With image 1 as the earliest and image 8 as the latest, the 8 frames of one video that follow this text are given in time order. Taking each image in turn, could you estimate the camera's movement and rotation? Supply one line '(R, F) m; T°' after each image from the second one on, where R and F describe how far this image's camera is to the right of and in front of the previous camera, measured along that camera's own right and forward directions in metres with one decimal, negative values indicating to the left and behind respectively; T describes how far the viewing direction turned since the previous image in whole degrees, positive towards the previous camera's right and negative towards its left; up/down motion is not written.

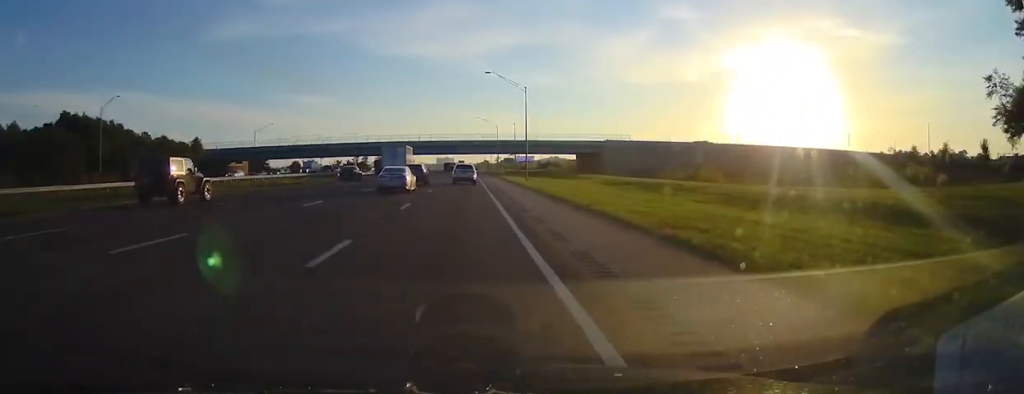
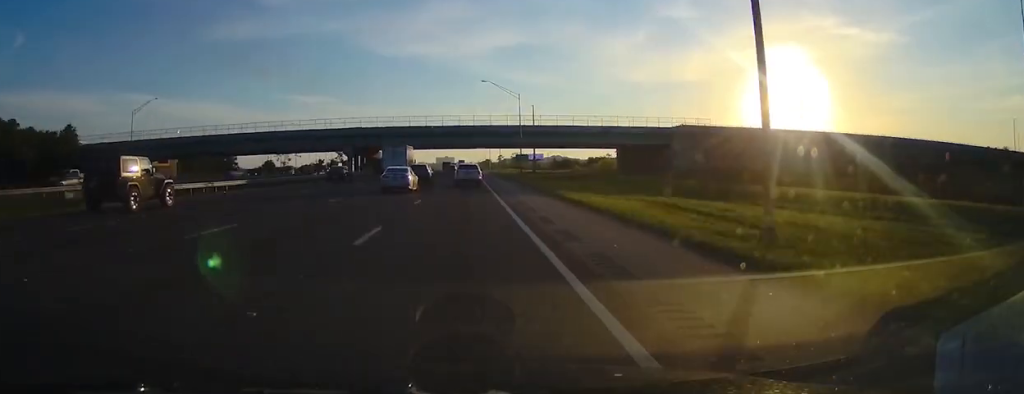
(-0.2, +52.5) m; 0°
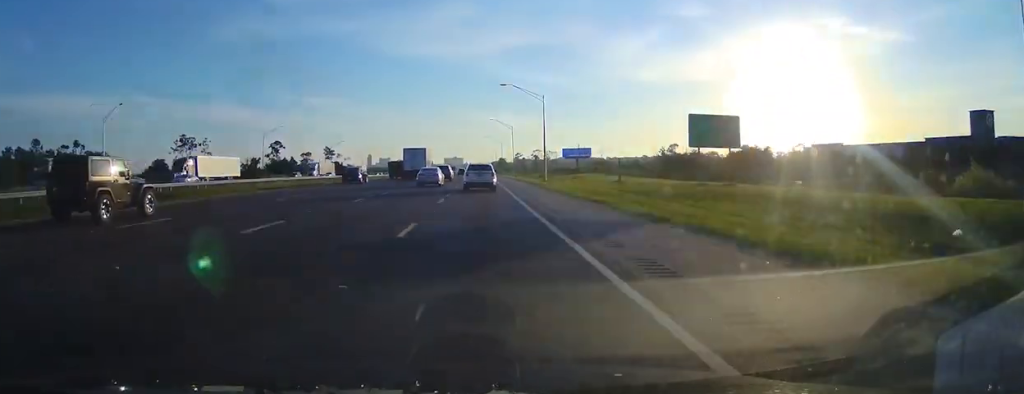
(-0.5, +140.3) m; -1°
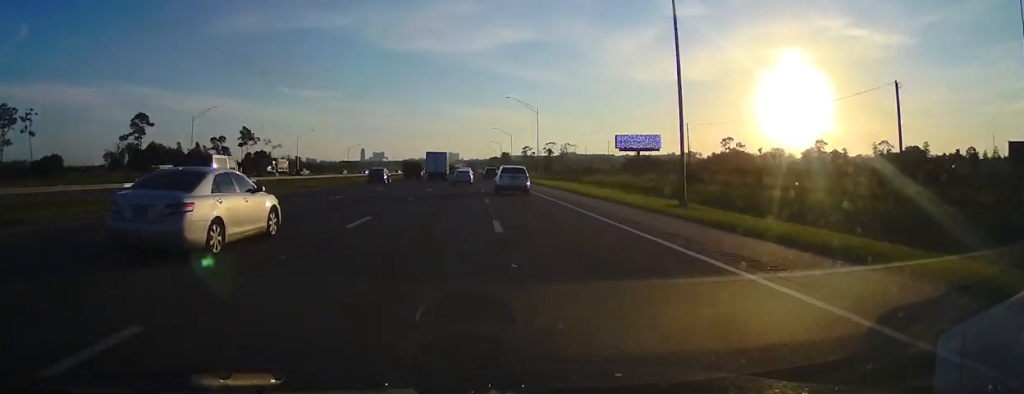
(-0.6, +109.9) m; 0°
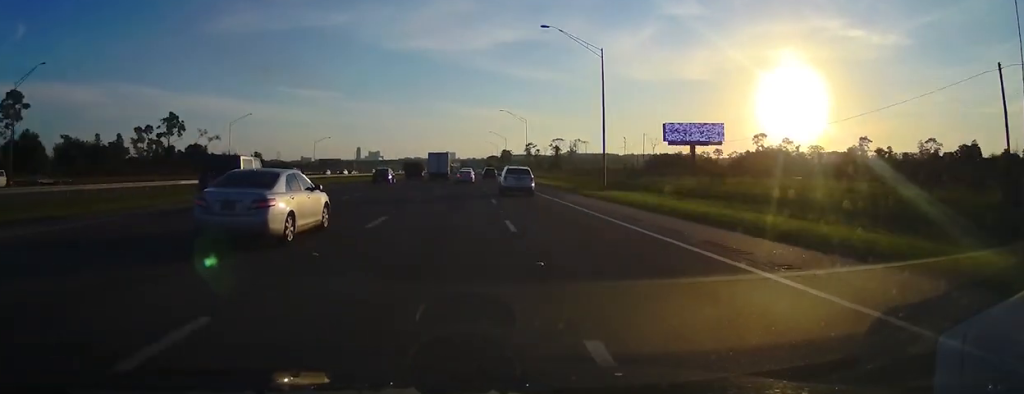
(+0.4, +50.6) m; 0°
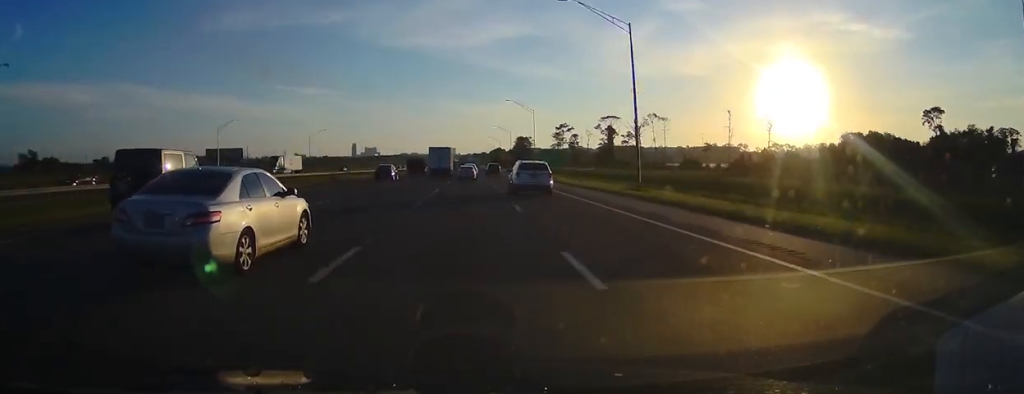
(+1.5, +139.9) m; +1°
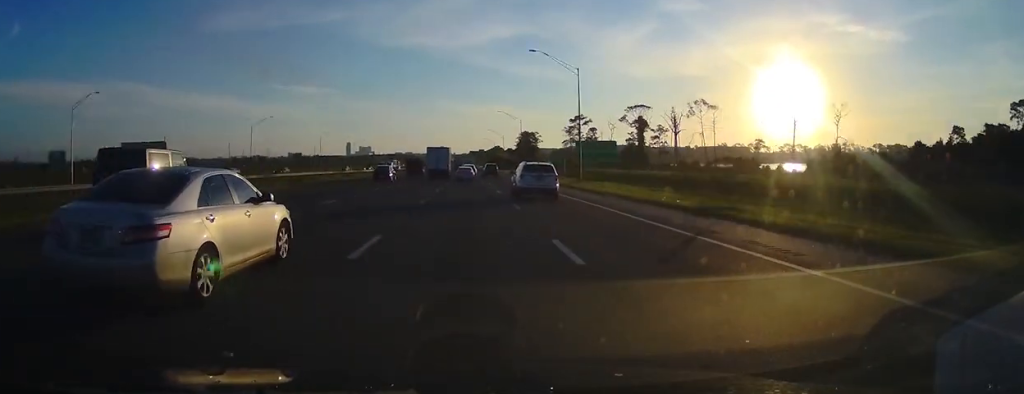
(+0.2, +46.3) m; 0°
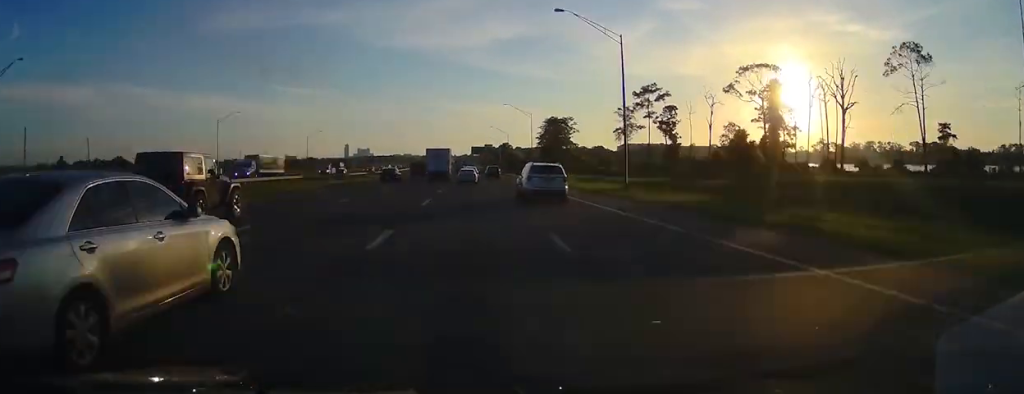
(-0.3, +82.7) m; 0°
